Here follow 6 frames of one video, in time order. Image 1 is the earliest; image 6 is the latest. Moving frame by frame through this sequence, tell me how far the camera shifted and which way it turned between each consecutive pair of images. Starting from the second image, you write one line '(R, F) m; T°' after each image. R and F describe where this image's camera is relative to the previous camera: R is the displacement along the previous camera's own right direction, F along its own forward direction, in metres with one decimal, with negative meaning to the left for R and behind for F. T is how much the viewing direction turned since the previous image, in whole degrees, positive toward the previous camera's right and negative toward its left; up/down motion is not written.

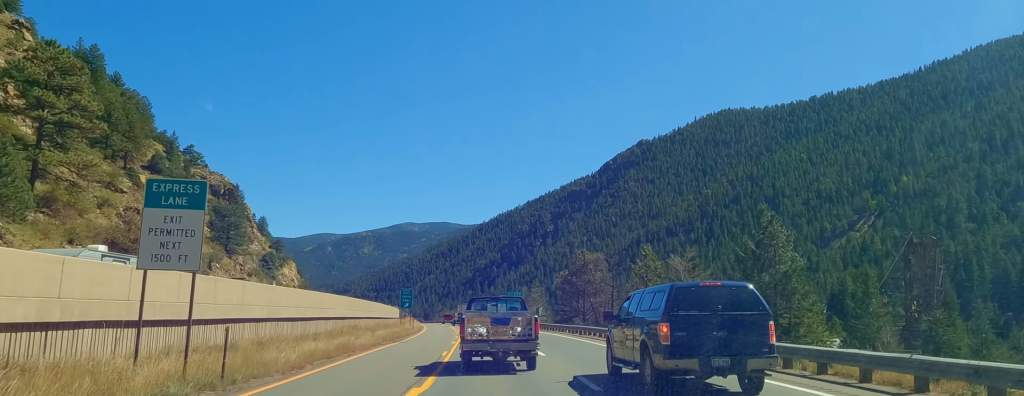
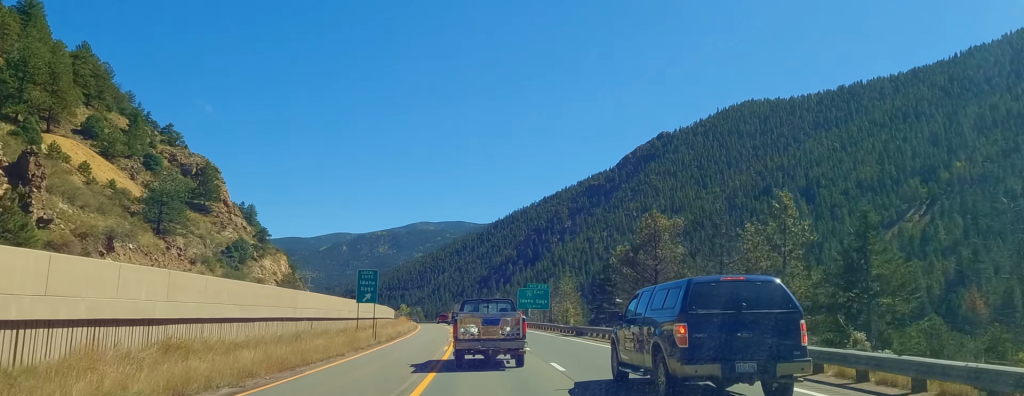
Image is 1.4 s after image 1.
(-0.8, +31.2) m; -2°
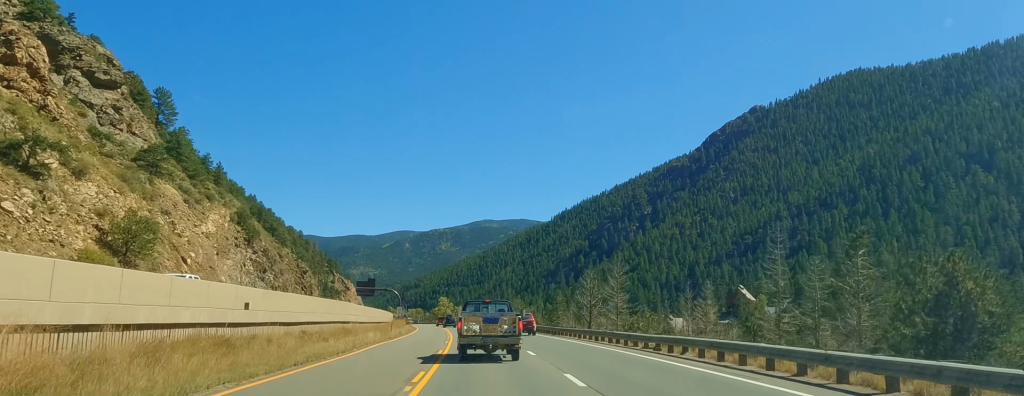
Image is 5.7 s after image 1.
(-3.7, +101.0) m; -4°
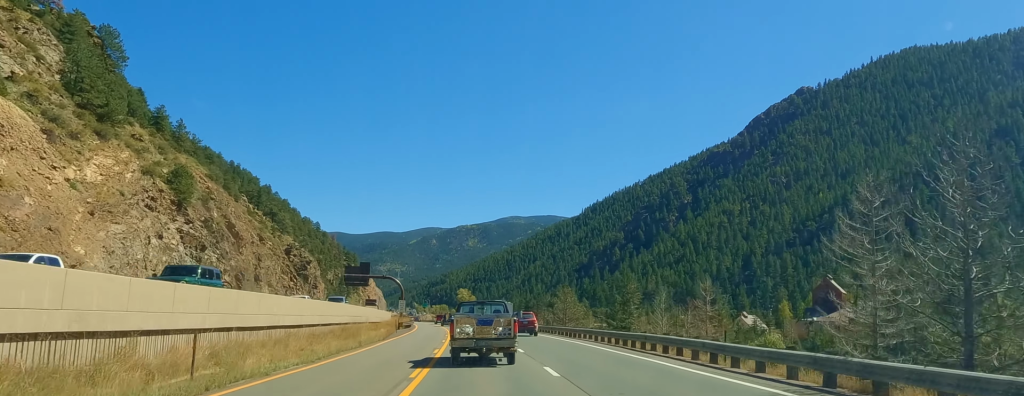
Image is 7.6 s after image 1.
(-1.1, +44.9) m; -2°
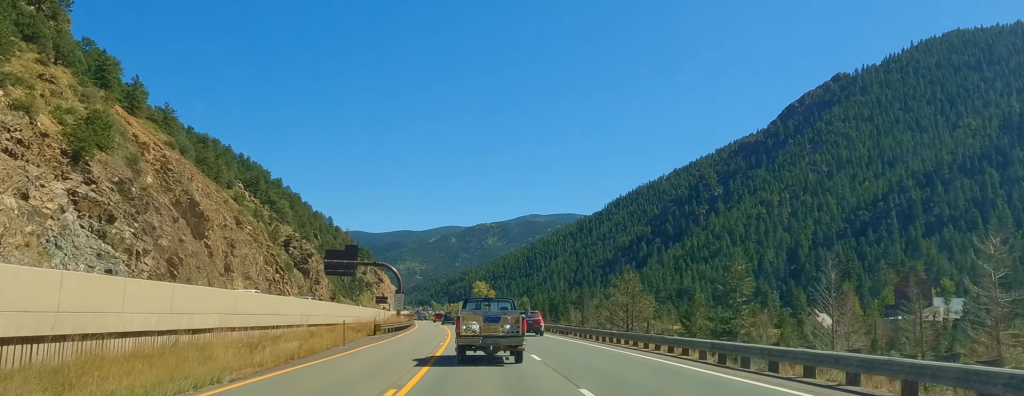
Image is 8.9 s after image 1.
(-0.5, +30.7) m; -1°
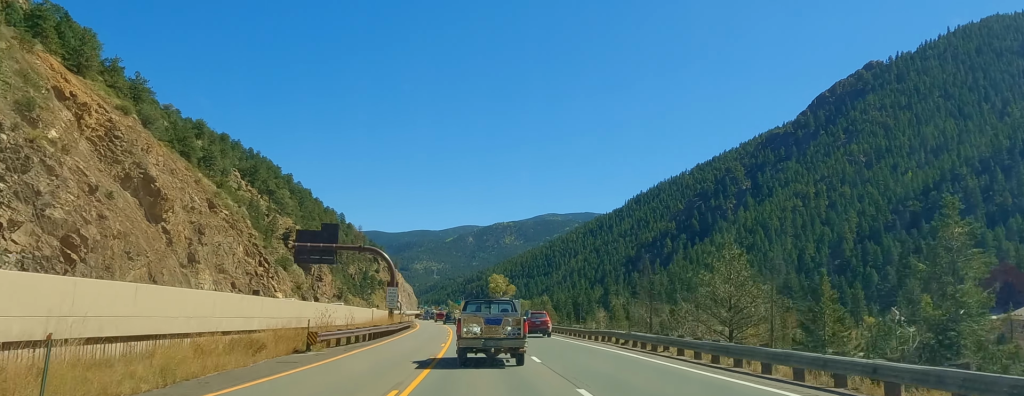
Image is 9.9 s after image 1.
(+0.2, +24.3) m; -1°
